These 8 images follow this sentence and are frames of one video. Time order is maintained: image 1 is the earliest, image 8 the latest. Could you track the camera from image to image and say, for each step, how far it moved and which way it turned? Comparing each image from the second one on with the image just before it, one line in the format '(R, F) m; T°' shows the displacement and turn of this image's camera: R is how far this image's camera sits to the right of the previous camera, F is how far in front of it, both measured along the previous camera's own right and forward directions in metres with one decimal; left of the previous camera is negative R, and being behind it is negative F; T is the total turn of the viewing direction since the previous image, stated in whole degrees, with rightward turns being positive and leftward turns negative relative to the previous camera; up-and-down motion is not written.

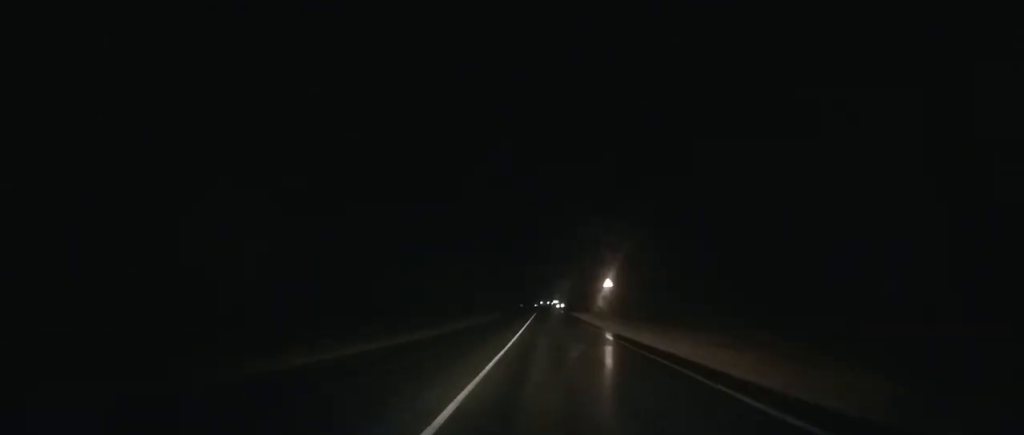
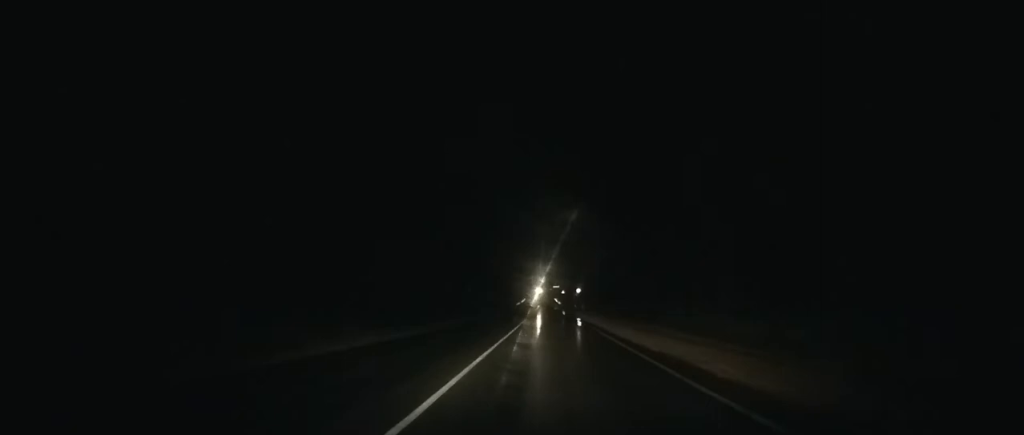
(-1.2, +134.0) m; -1°
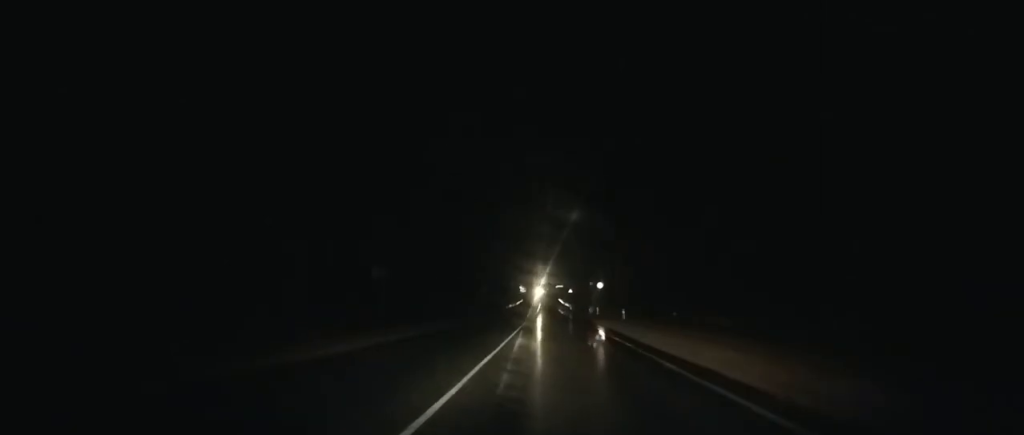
(-0.3, +39.2) m; 0°
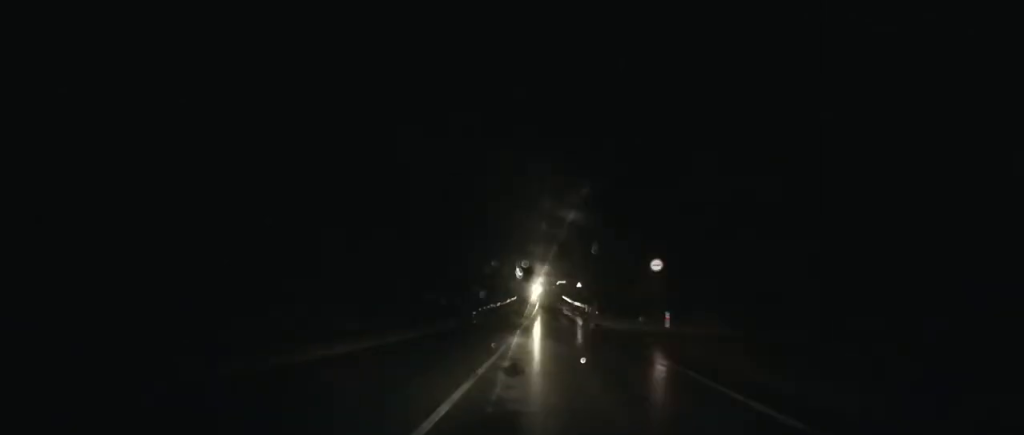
(0.0, +34.8) m; 0°
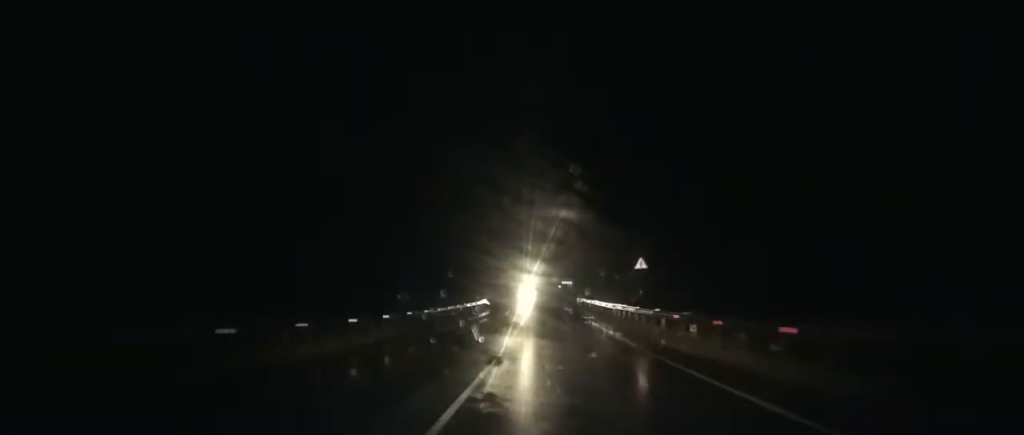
(+0.2, +69.7) m; 0°
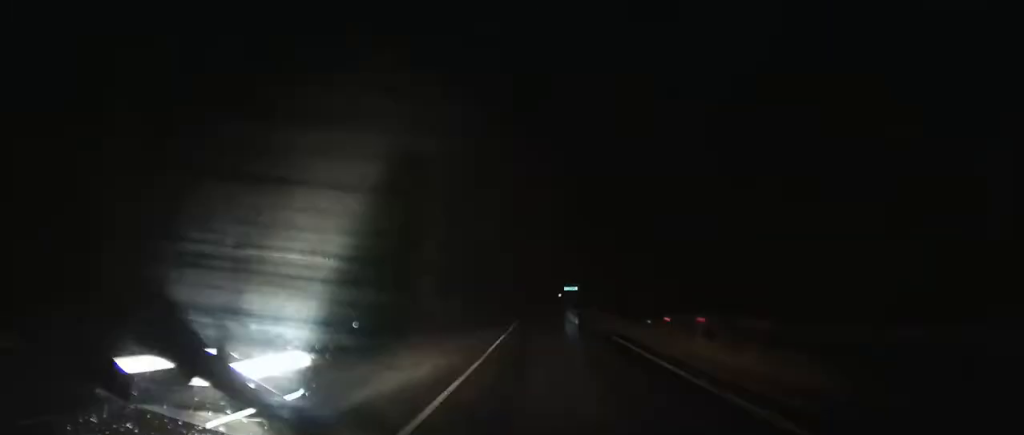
(-0.4, +45.9) m; 0°
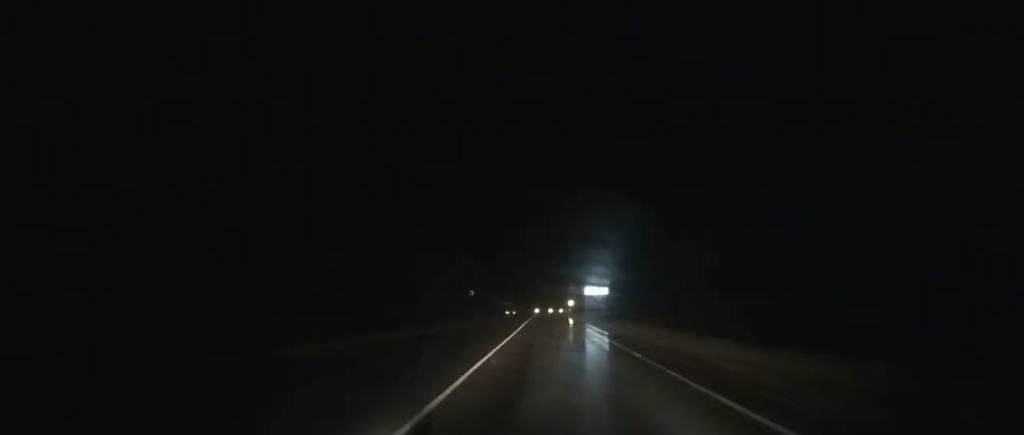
(+0.6, +58.0) m; +1°
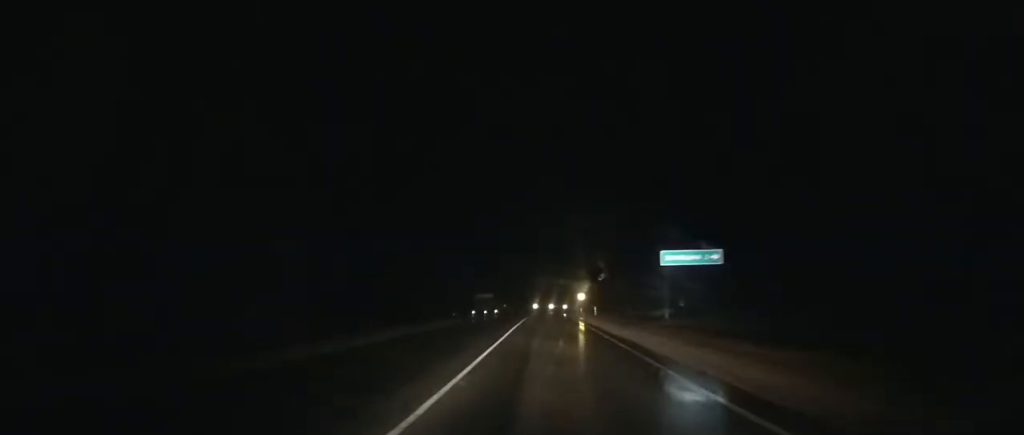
(+0.2, +53.6) m; 0°
